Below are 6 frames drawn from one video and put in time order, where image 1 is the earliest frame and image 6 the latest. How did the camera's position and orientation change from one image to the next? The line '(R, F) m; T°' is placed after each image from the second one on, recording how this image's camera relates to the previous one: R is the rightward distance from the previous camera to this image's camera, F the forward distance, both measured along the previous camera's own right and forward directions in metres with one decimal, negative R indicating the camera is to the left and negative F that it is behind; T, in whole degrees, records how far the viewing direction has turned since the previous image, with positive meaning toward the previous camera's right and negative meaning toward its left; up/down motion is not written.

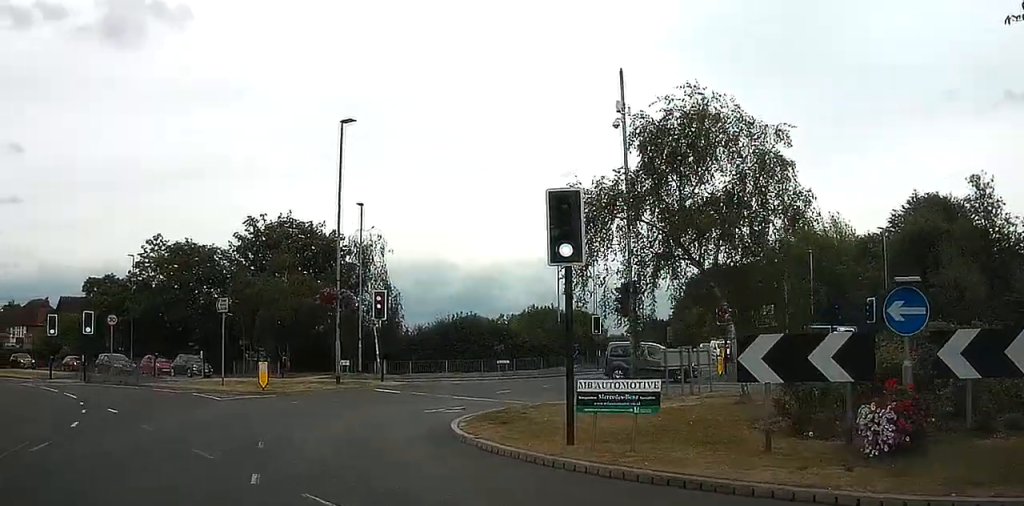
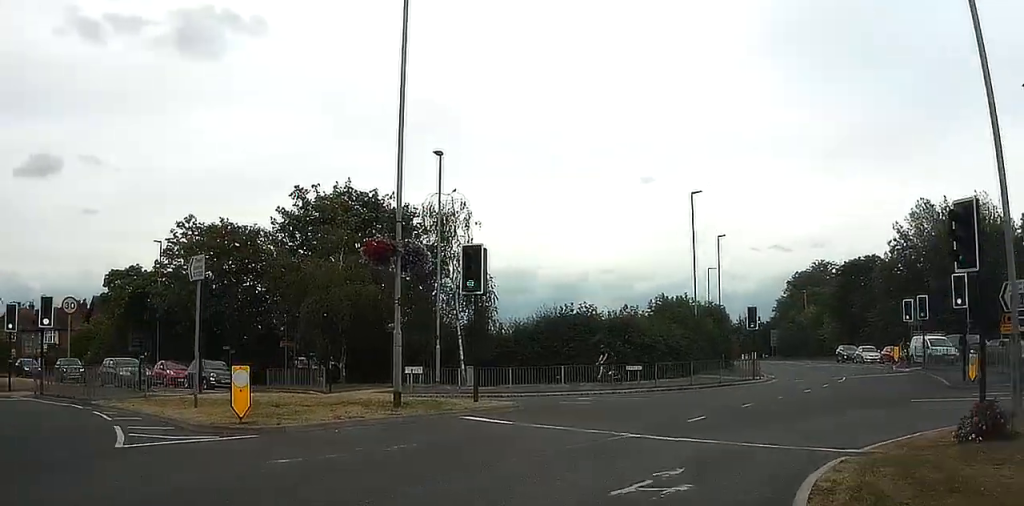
(-1.1, +15.2) m; 0°
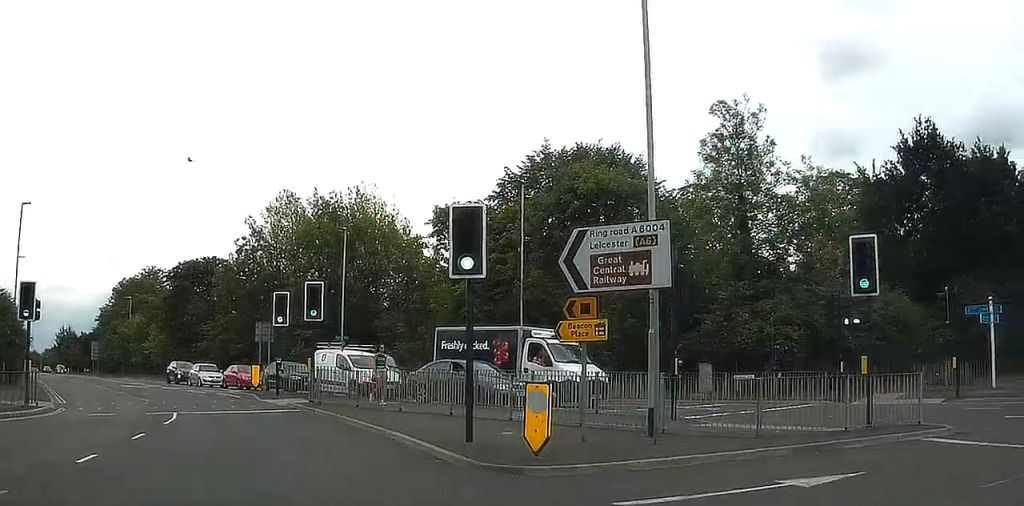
(+6.2, +17.2) m; +44°
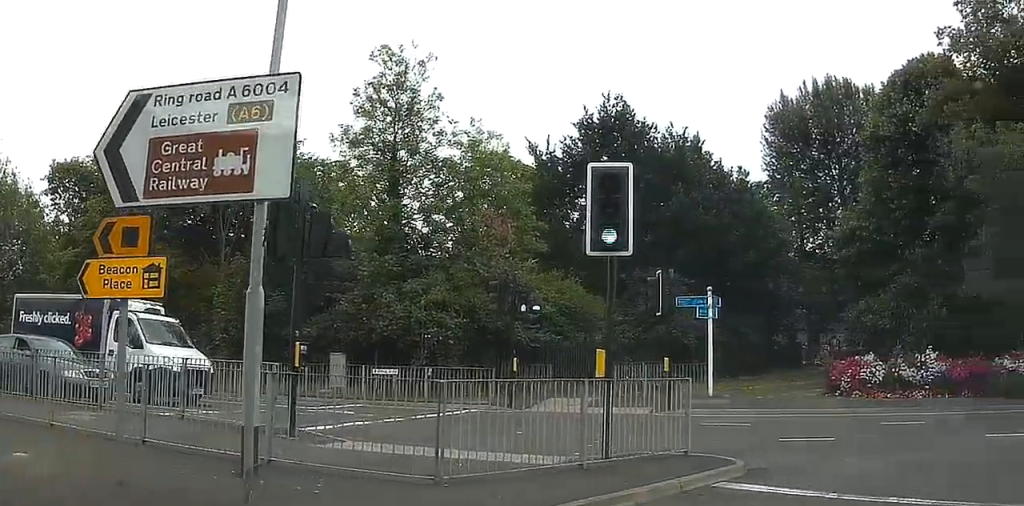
(+1.0, +5.9) m; +23°
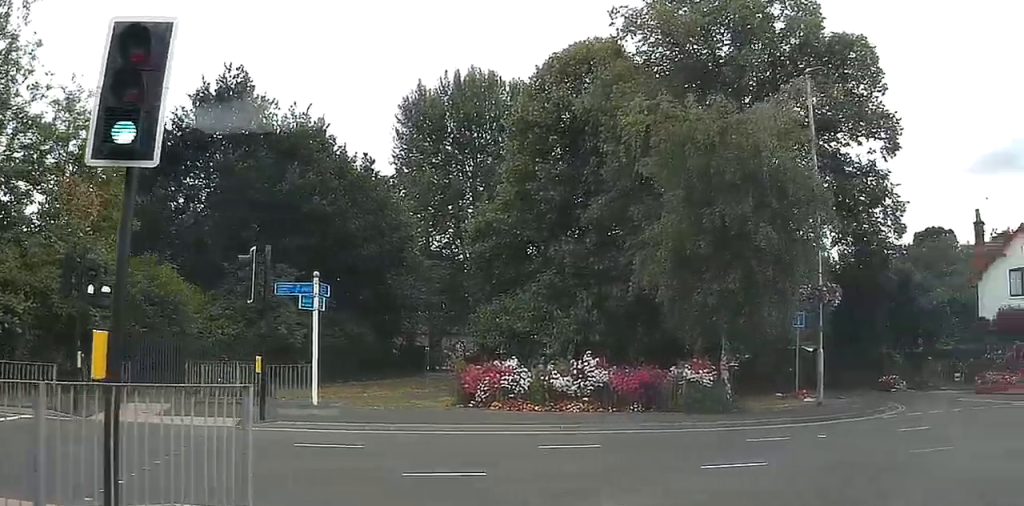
(+0.4, +3.5) m; +20°
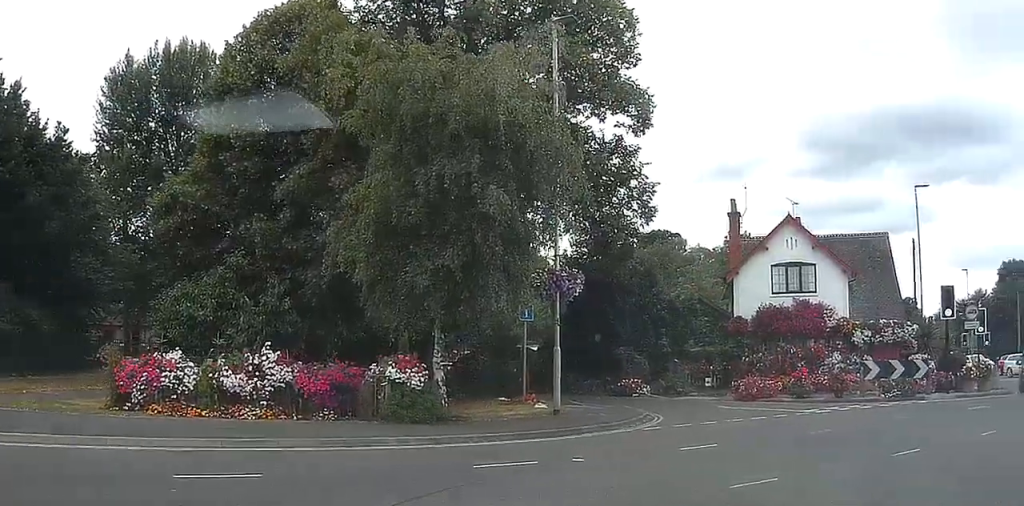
(+0.7, +3.3) m; +17°
